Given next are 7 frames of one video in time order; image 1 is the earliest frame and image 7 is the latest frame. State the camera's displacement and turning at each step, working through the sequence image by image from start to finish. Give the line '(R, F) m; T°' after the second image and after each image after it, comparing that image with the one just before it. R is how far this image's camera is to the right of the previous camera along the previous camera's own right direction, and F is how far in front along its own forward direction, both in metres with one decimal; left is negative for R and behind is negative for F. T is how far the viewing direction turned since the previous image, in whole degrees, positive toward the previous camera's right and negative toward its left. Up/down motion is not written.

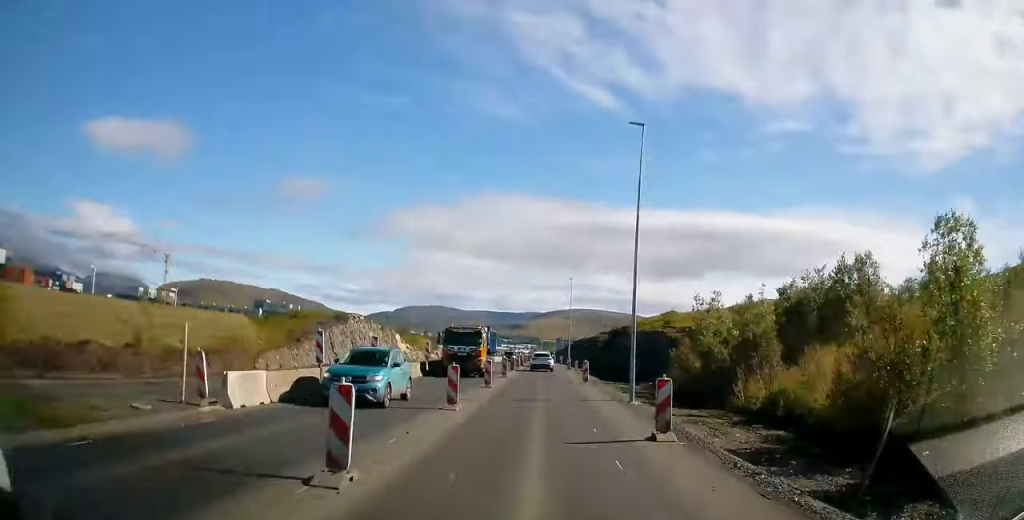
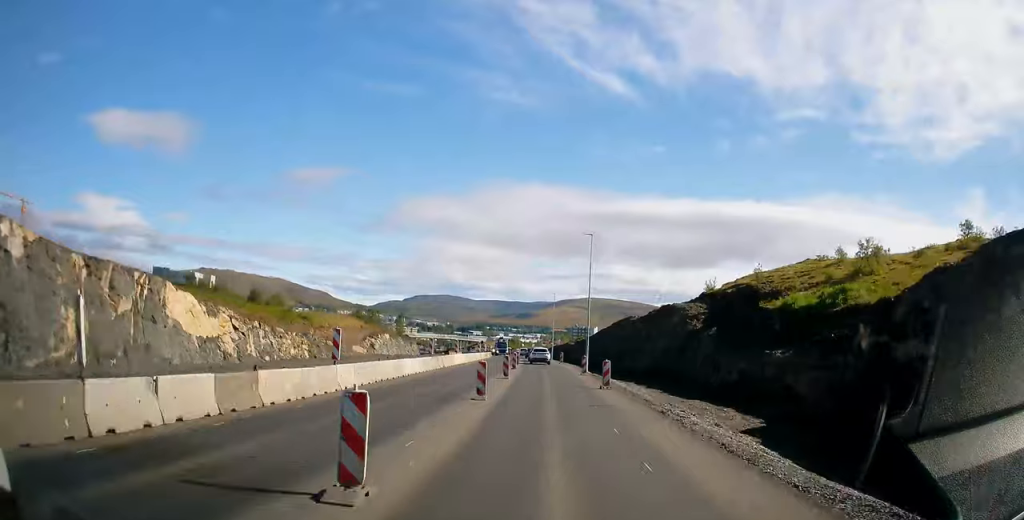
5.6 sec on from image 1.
(-0.9, +74.5) m; -2°
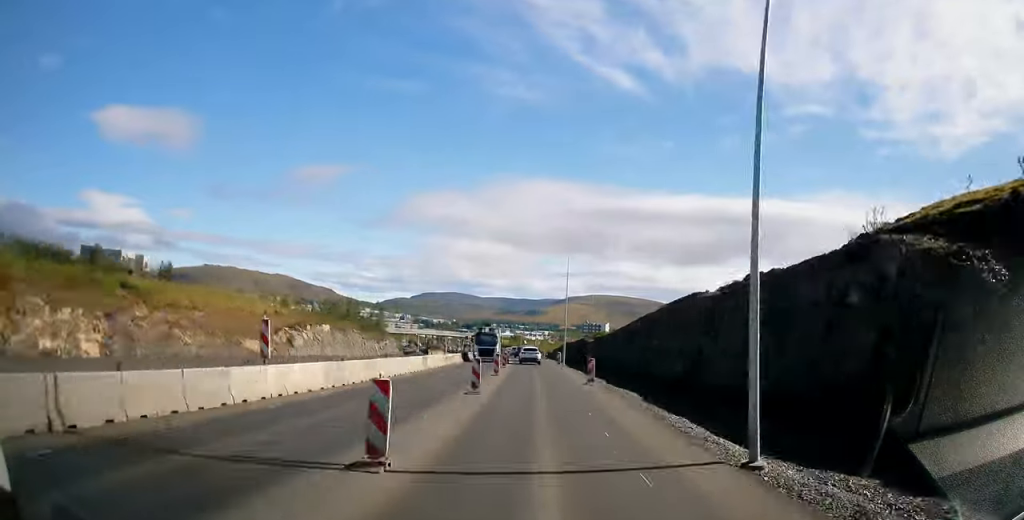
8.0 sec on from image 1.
(-0.4, +32.1) m; -2°
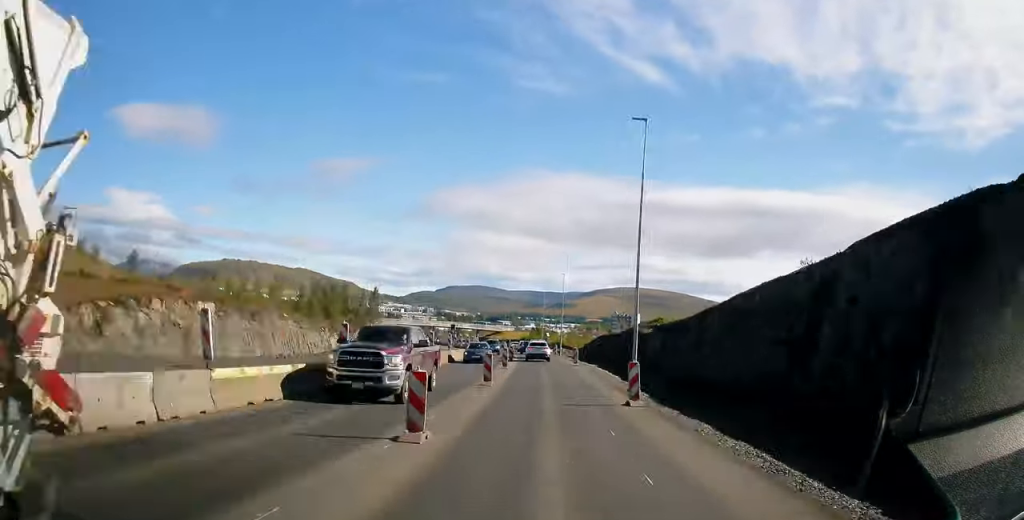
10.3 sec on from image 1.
(-0.5, +30.1) m; -2°
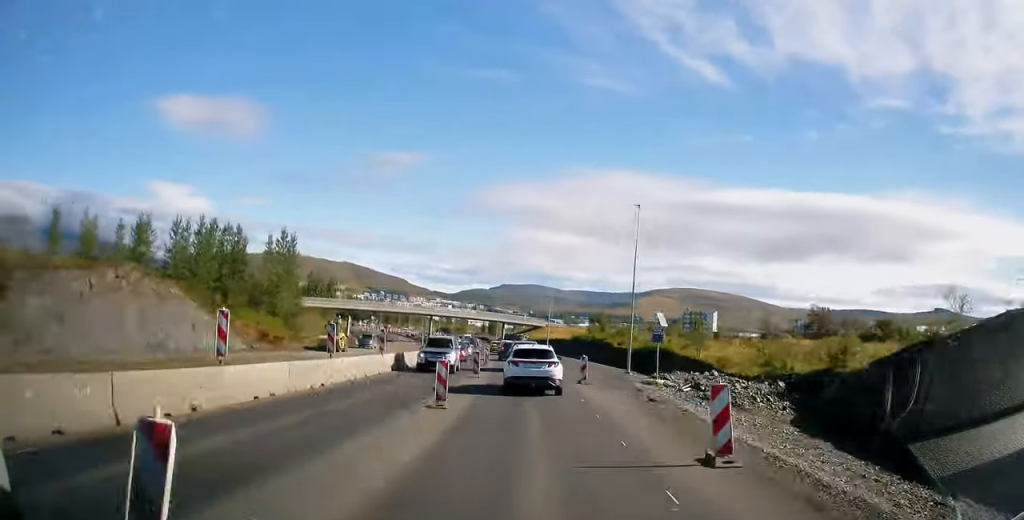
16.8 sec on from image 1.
(-3.6, +76.2) m; -5°
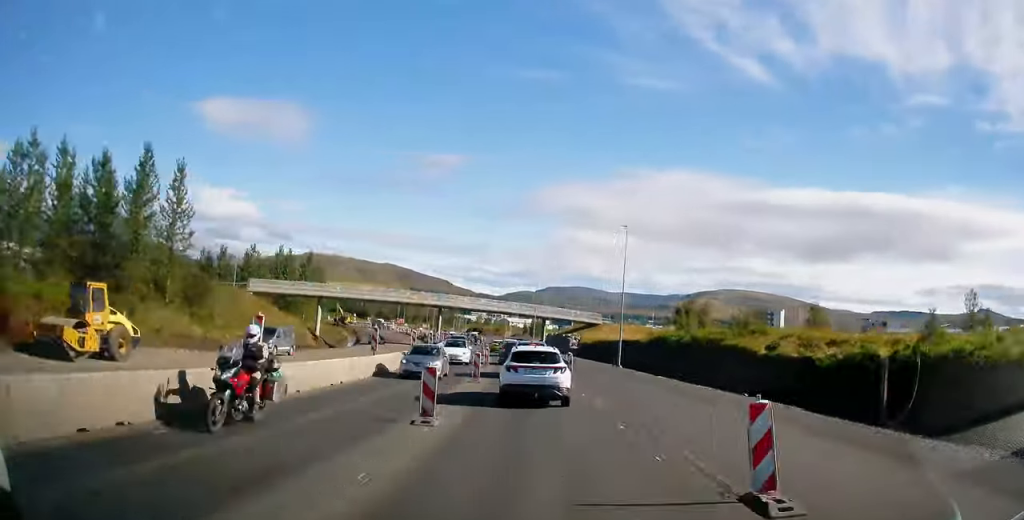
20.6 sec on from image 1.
(-1.0, +37.0) m; -4°
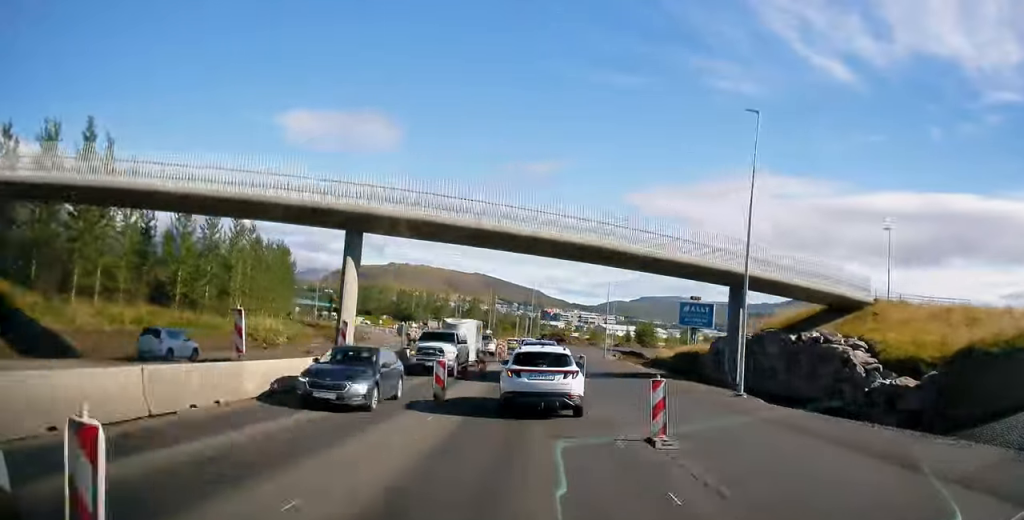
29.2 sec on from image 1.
(-6.3, +72.4) m; -9°
